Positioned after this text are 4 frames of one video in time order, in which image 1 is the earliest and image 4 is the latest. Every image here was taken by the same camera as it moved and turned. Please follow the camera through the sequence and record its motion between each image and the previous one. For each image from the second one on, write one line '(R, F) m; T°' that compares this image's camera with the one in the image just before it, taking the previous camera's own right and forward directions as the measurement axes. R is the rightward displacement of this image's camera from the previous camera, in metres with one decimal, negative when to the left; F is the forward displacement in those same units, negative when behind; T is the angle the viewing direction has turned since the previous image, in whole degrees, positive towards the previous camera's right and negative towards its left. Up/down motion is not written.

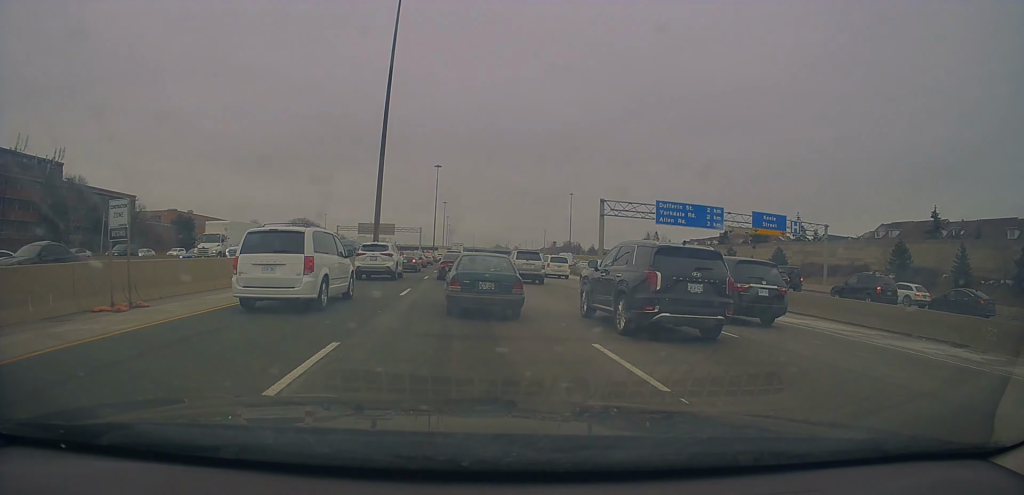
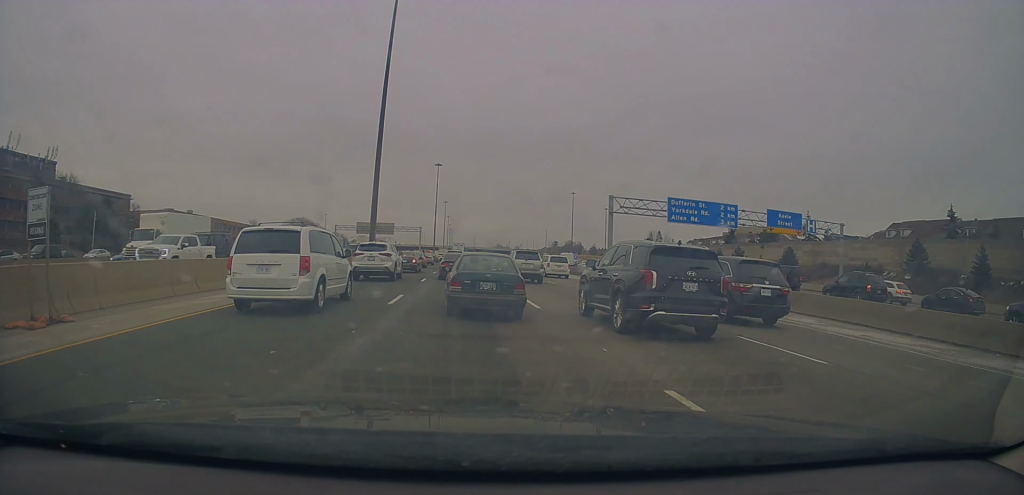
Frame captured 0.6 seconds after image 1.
(-0.4, +3.0) m; -1°
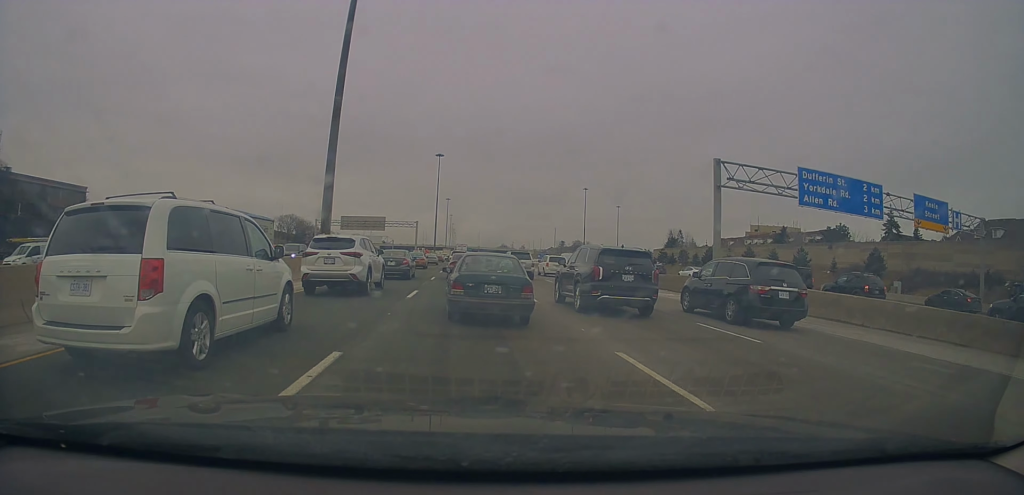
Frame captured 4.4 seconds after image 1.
(+0.3, +21.4) m; -1°
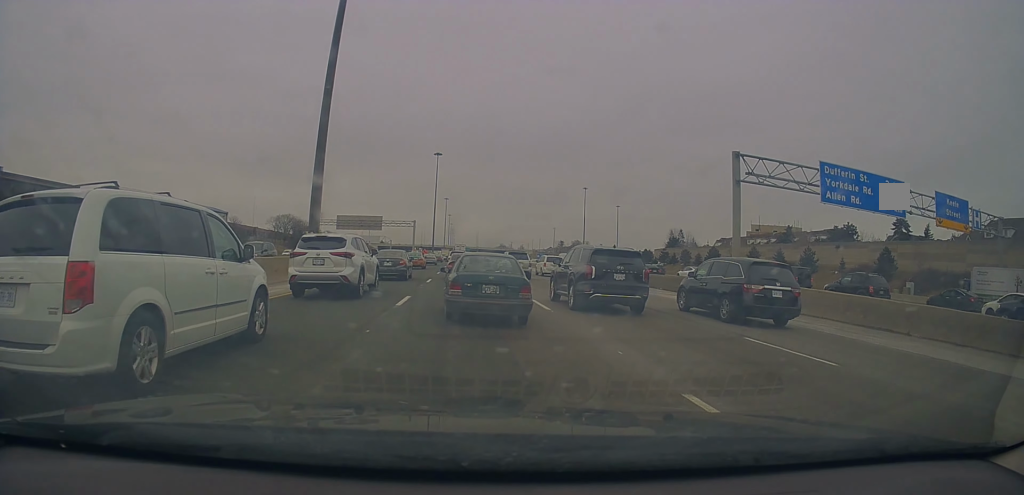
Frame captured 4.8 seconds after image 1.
(-0.2, +2.4) m; +1°
